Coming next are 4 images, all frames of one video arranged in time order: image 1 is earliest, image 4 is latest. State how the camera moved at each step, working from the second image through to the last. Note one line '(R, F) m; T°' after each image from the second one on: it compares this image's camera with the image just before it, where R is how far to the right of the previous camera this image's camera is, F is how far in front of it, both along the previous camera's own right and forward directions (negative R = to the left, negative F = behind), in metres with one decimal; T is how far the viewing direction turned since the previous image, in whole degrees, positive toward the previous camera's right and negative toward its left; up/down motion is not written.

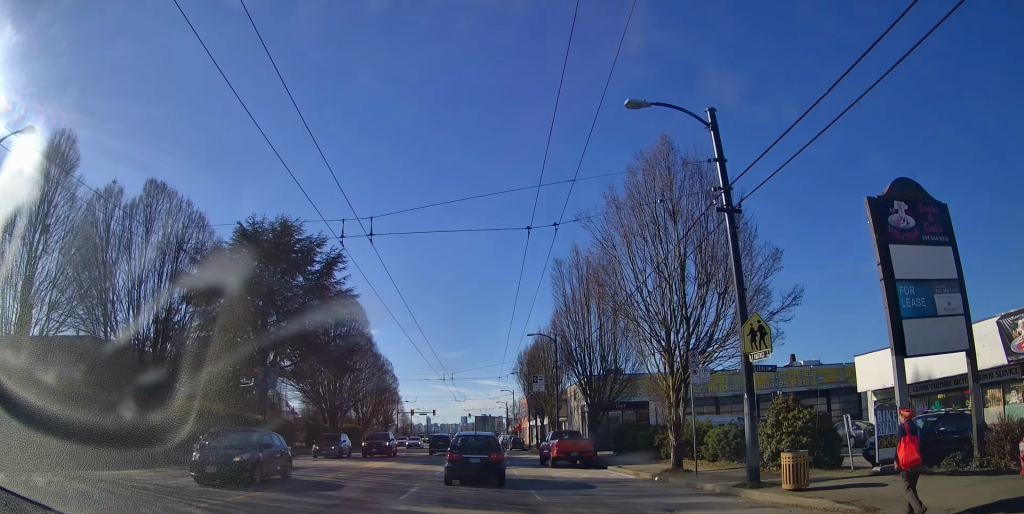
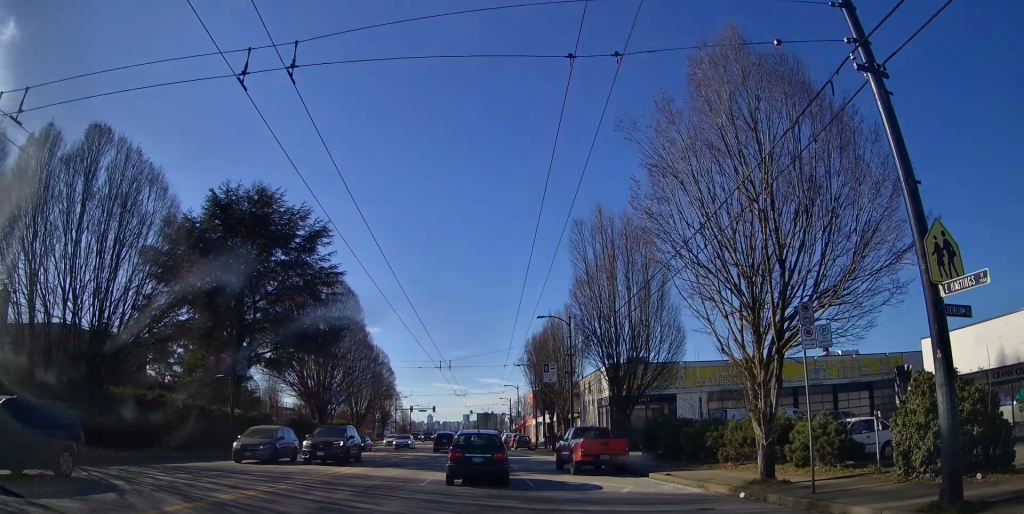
(0.0, +6.1) m; 0°
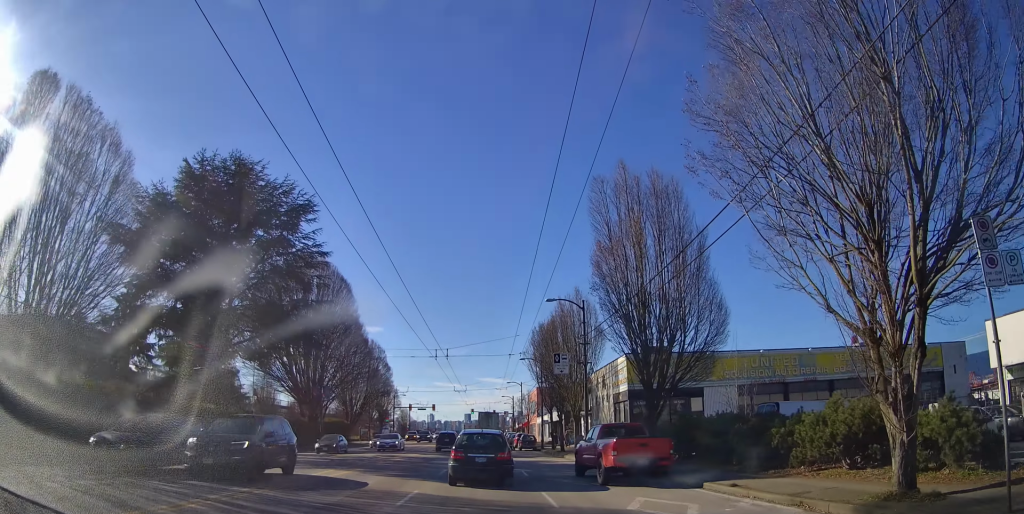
(0.0, +4.6) m; 0°
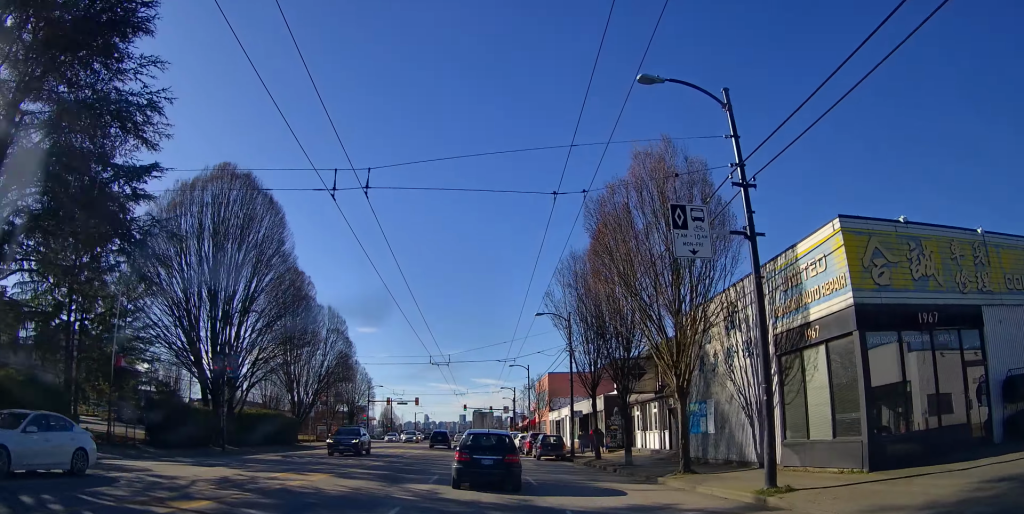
(0.0, +22.2) m; 0°
